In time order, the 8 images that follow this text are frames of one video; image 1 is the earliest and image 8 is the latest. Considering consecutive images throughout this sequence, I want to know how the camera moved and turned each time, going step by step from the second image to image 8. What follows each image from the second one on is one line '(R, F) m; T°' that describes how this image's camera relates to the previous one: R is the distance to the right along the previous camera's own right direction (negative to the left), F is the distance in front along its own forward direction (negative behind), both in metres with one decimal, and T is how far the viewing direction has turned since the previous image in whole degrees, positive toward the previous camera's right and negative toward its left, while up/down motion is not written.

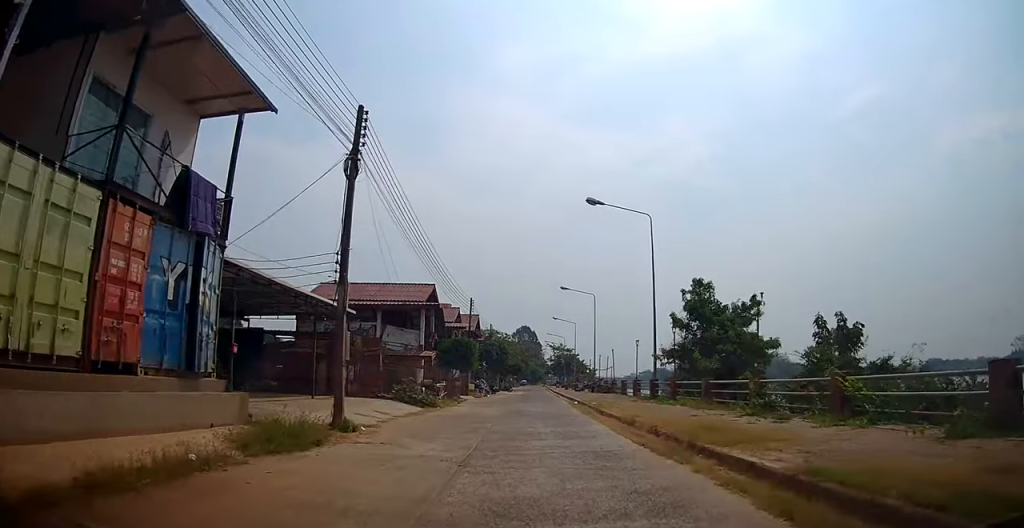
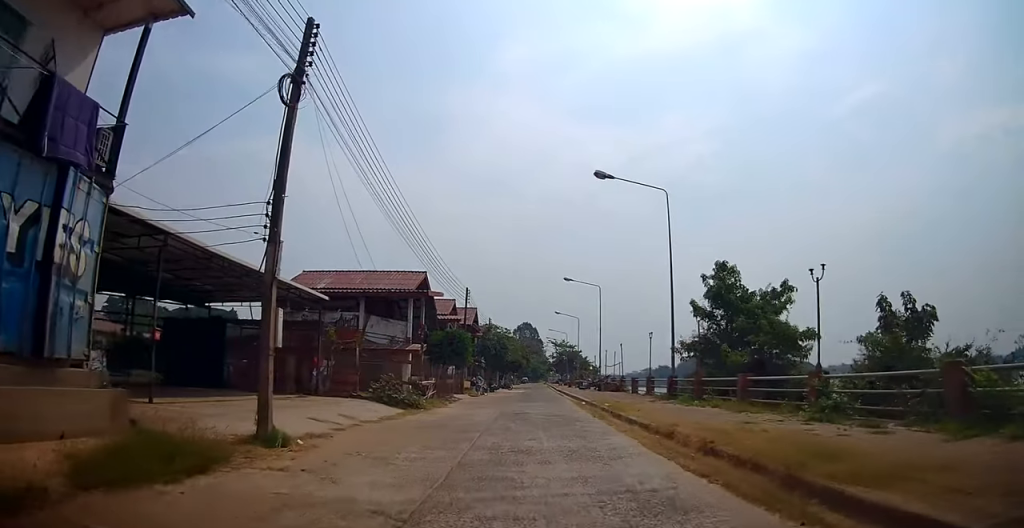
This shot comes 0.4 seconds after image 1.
(0.0, +3.5) m; +1°
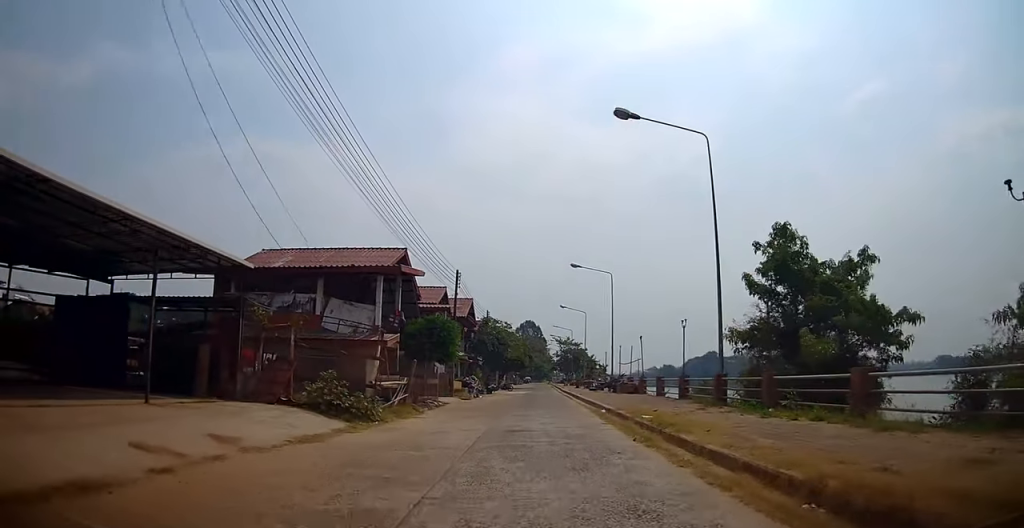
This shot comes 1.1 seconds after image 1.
(+0.1, +6.3) m; 0°
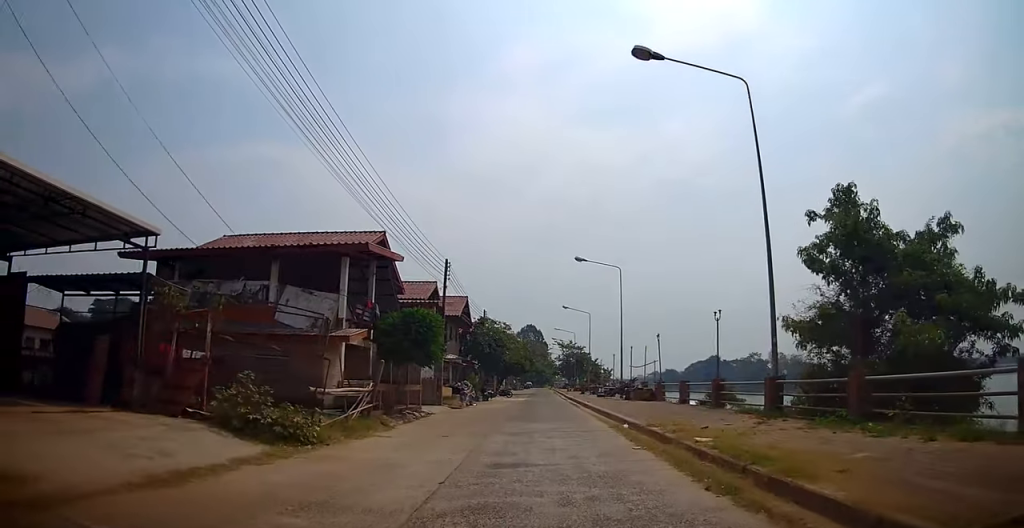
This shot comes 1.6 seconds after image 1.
(+0.1, +4.4) m; -1°
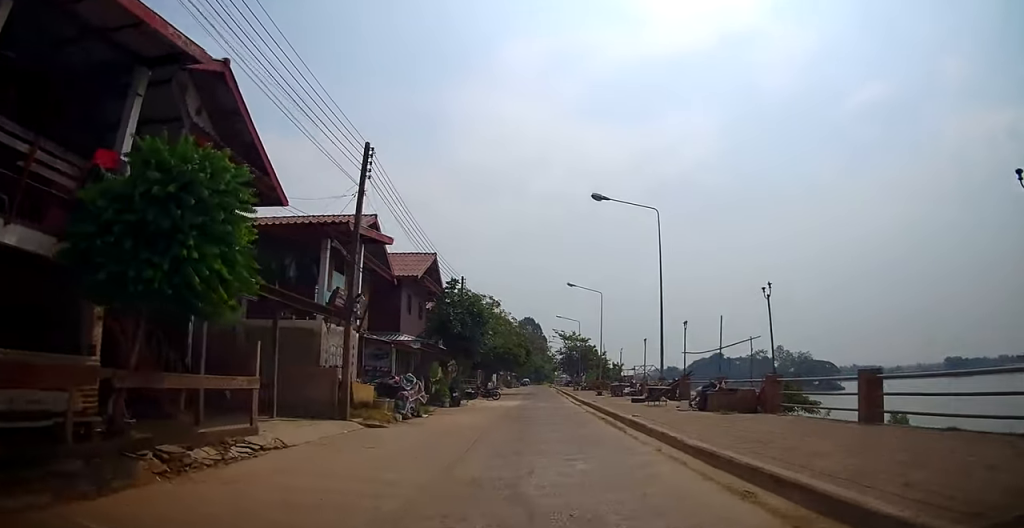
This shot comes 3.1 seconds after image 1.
(-0.5, +14.1) m; -2°
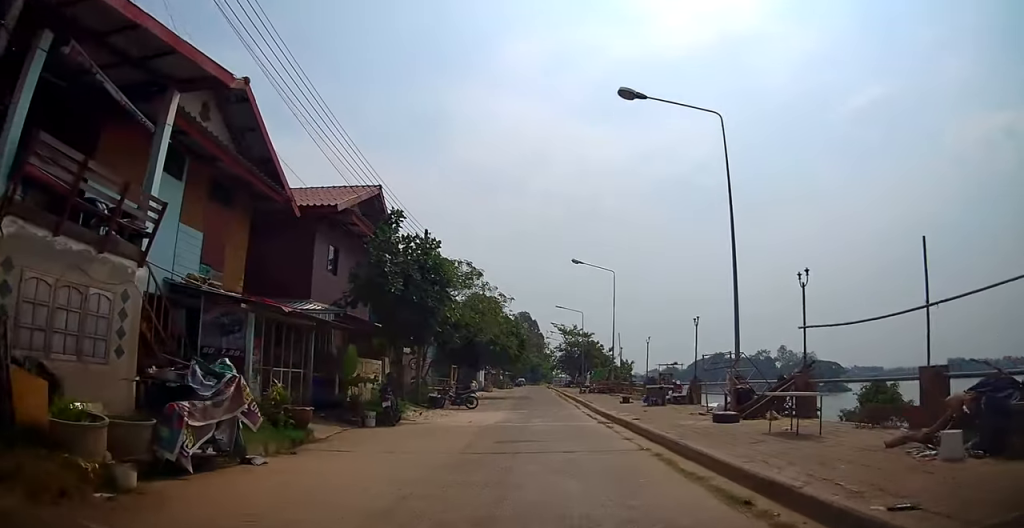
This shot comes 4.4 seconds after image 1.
(-0.1, +11.3) m; 0°
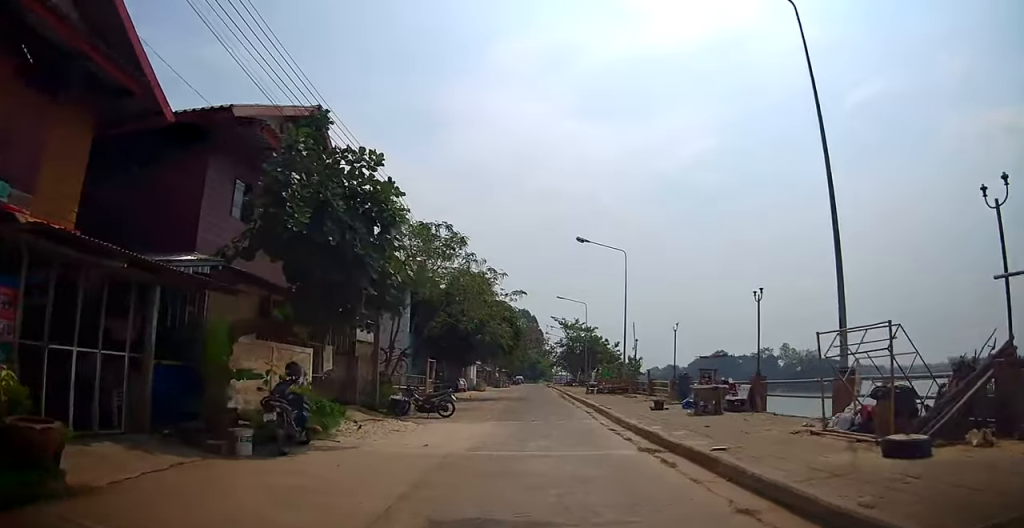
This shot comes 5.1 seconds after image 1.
(0.0, +6.5) m; -1°
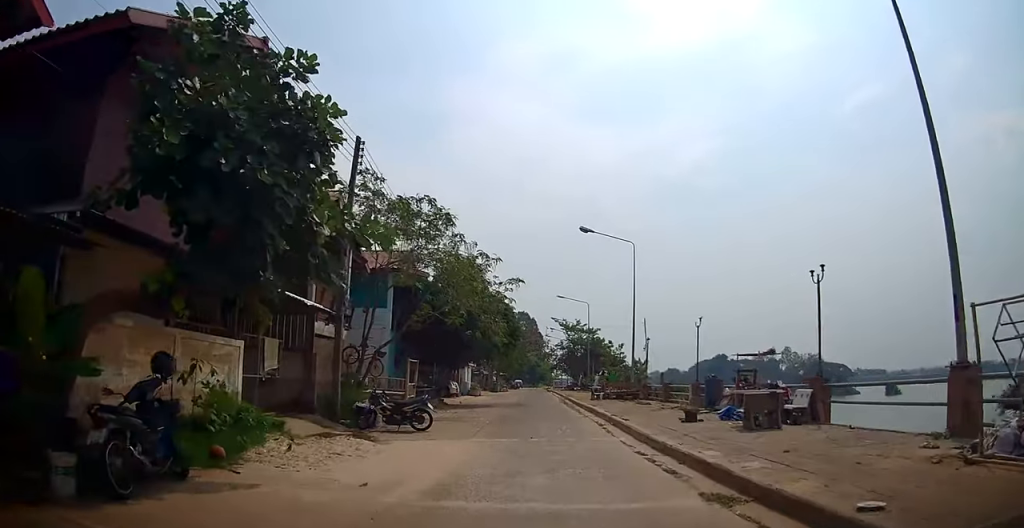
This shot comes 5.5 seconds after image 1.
(+0.1, +3.6) m; -1°
